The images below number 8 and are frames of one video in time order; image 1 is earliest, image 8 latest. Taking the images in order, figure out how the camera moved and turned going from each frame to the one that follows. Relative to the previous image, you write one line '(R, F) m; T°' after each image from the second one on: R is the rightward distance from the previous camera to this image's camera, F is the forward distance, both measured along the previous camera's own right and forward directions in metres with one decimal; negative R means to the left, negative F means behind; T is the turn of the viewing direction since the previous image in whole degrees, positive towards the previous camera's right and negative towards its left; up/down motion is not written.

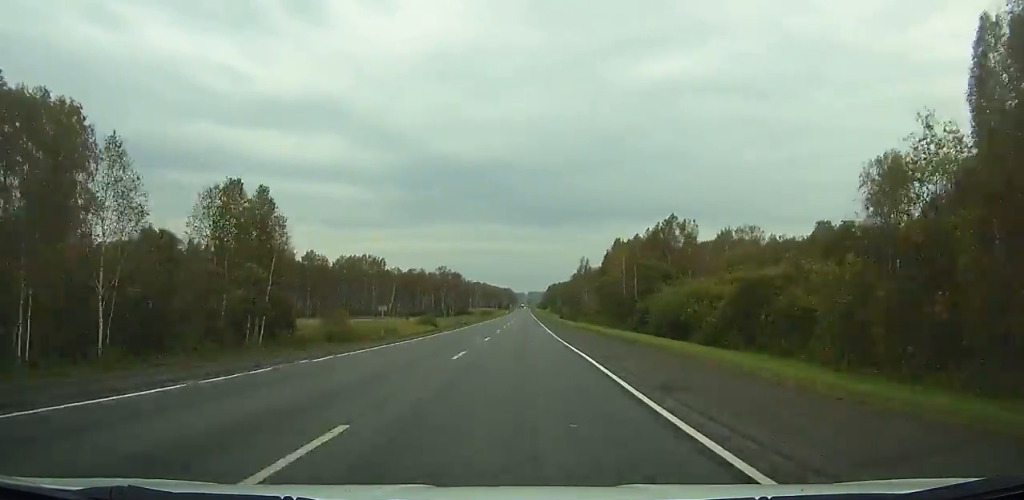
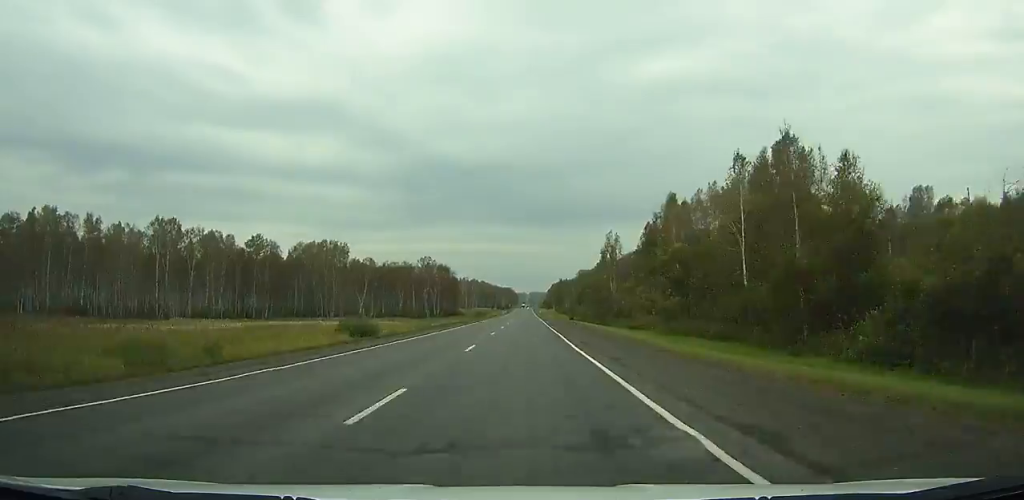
(+0.1, +45.4) m; 0°
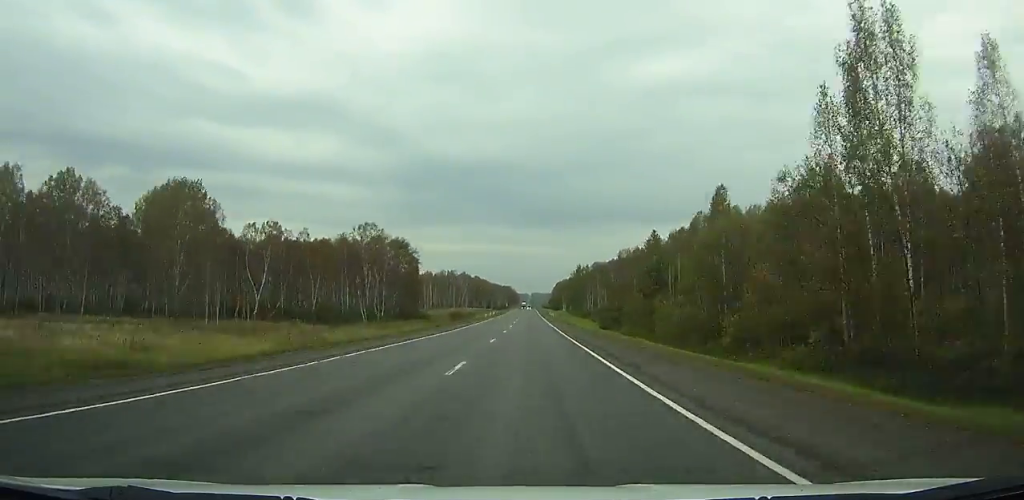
(+0.1, +79.0) m; 0°
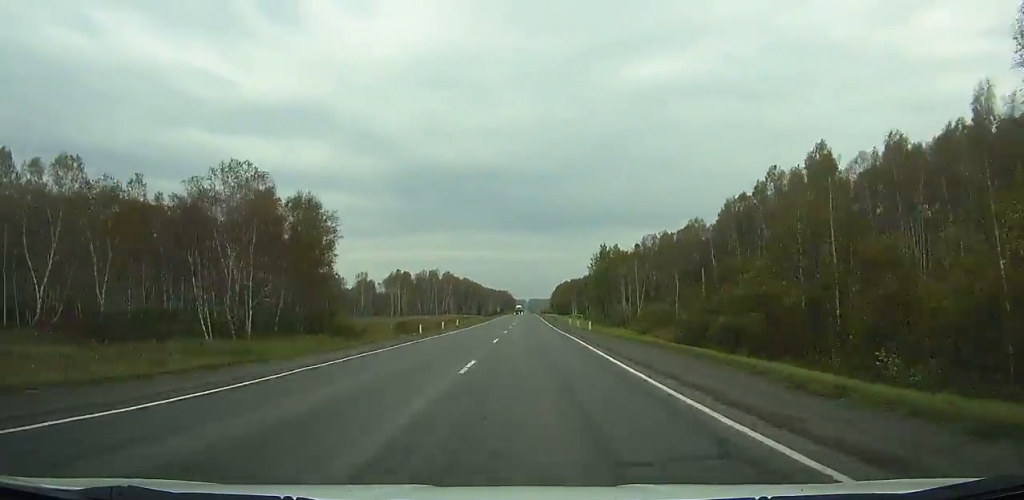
(0.0, +59.8) m; 0°
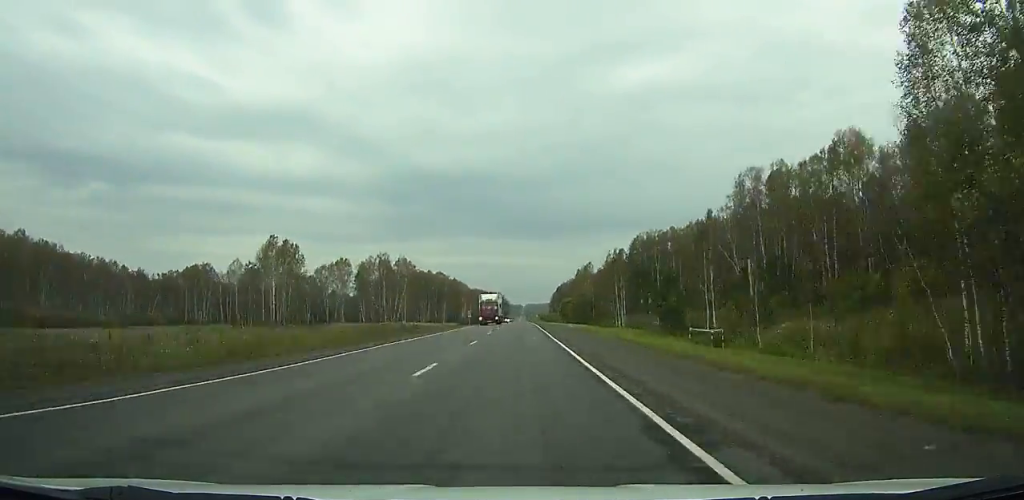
(+0.3, +97.9) m; 0°
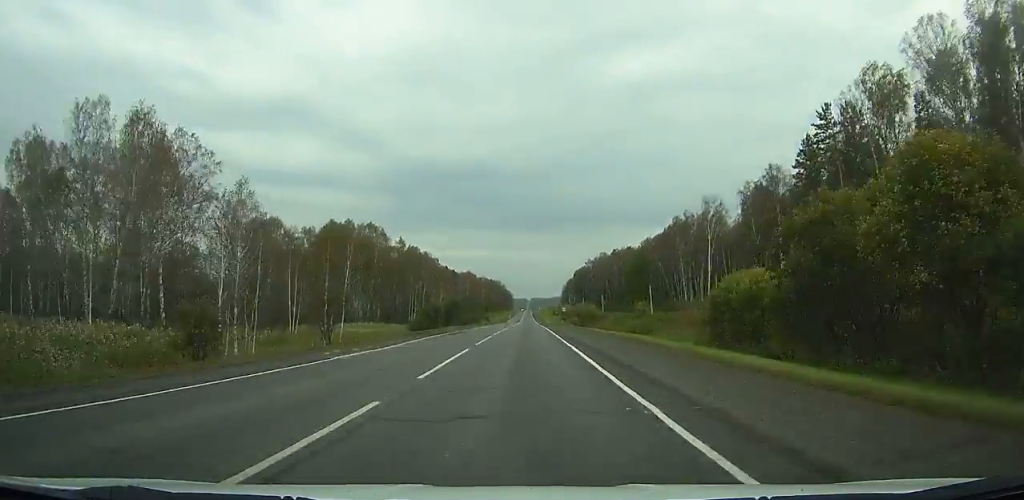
(-0.5, +139.0) m; 0°
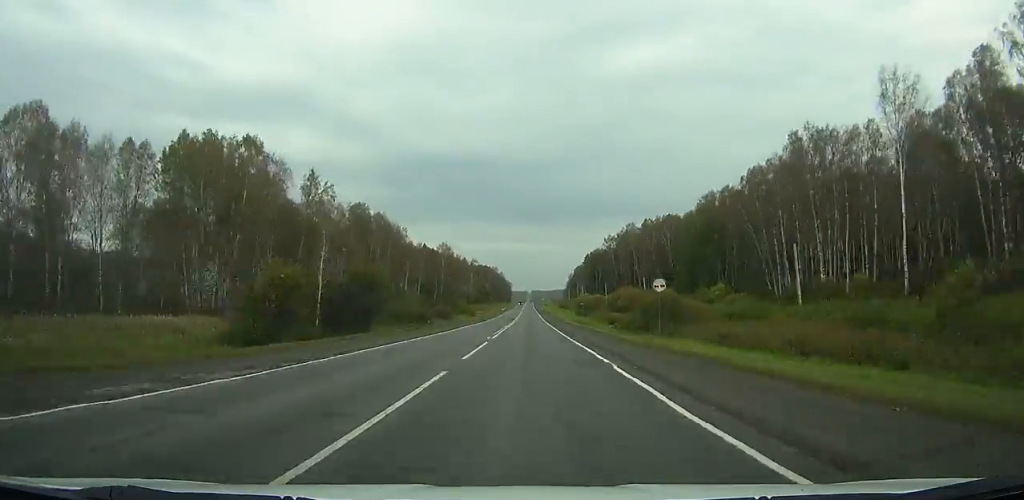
(-0.2, +67.4) m; 0°
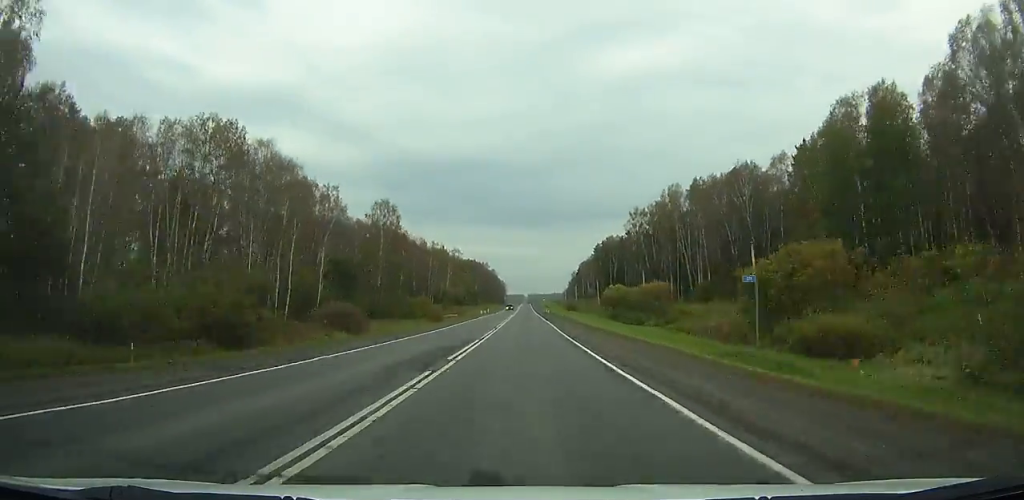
(0.0, +62.5) m; 0°
